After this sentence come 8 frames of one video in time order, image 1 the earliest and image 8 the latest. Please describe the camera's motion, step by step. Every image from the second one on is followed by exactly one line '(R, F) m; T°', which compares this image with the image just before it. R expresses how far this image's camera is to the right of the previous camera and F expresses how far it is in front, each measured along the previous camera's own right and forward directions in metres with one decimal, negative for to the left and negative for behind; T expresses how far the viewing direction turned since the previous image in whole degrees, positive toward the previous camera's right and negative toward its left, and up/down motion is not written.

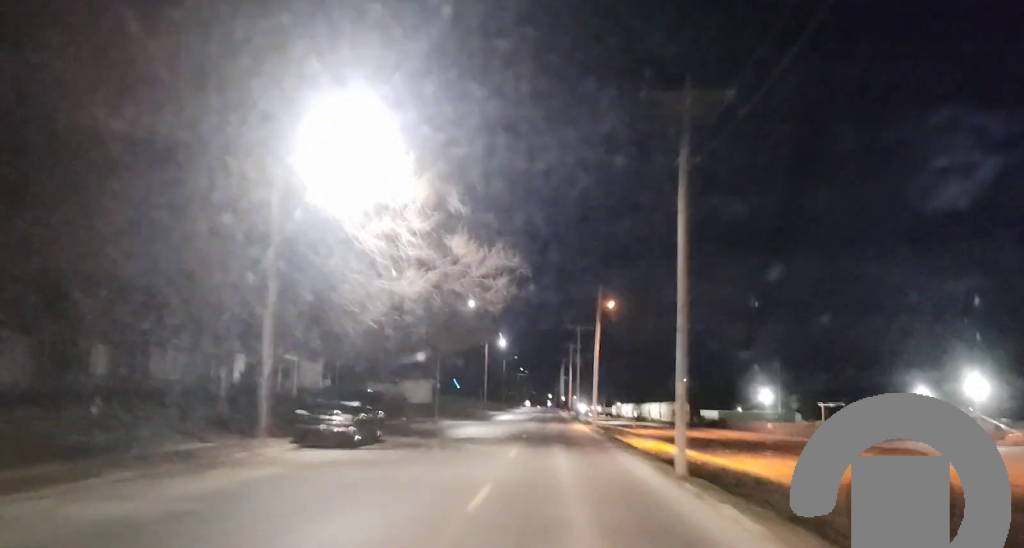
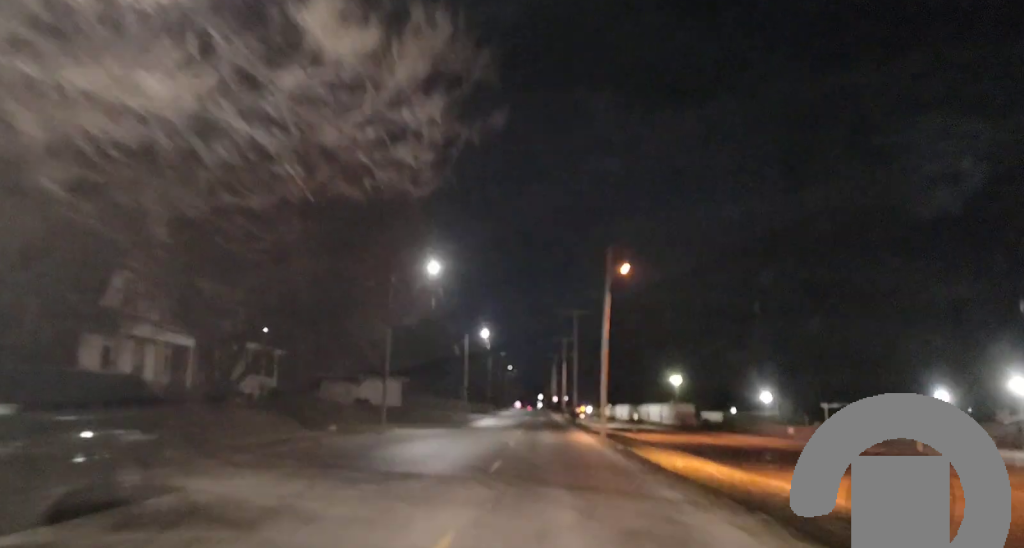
(+0.1, +17.6) m; +1°
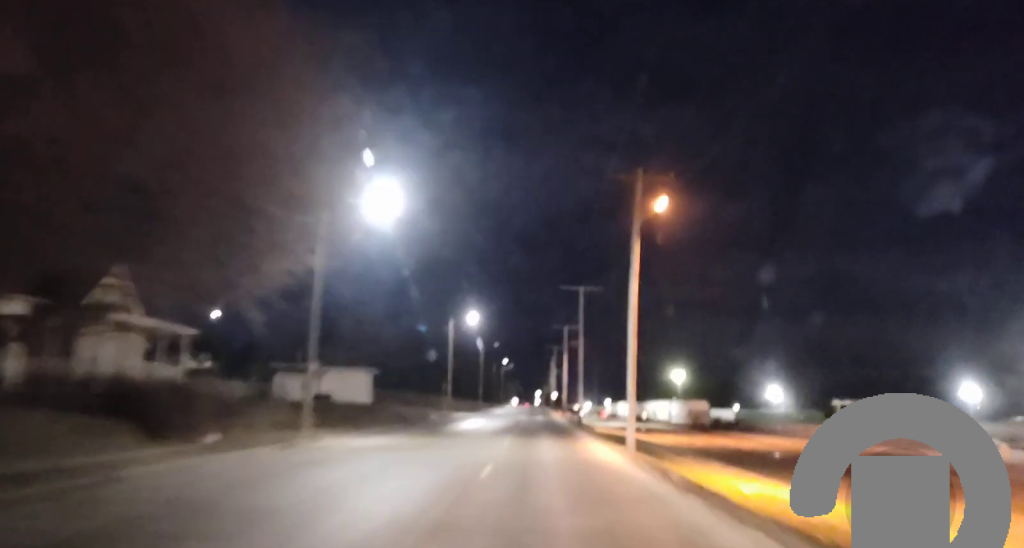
(+0.2, +14.9) m; 0°
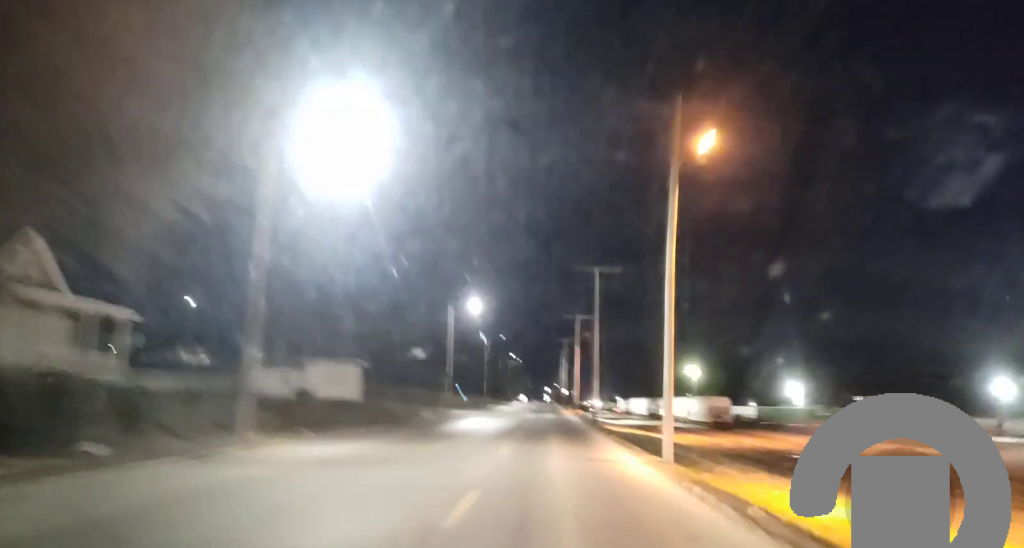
(0.0, +6.4) m; 0°
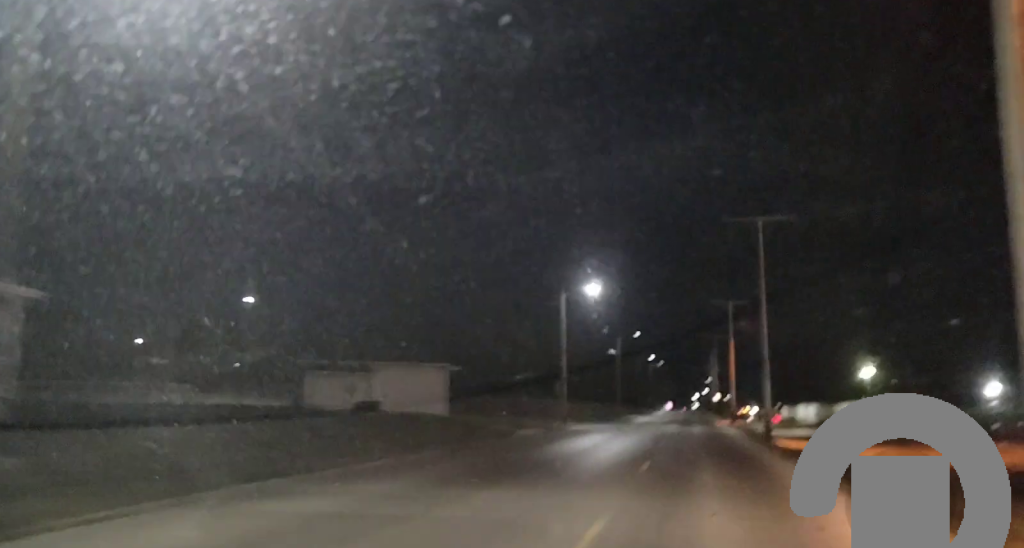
(+0.1, +13.7) m; -1°
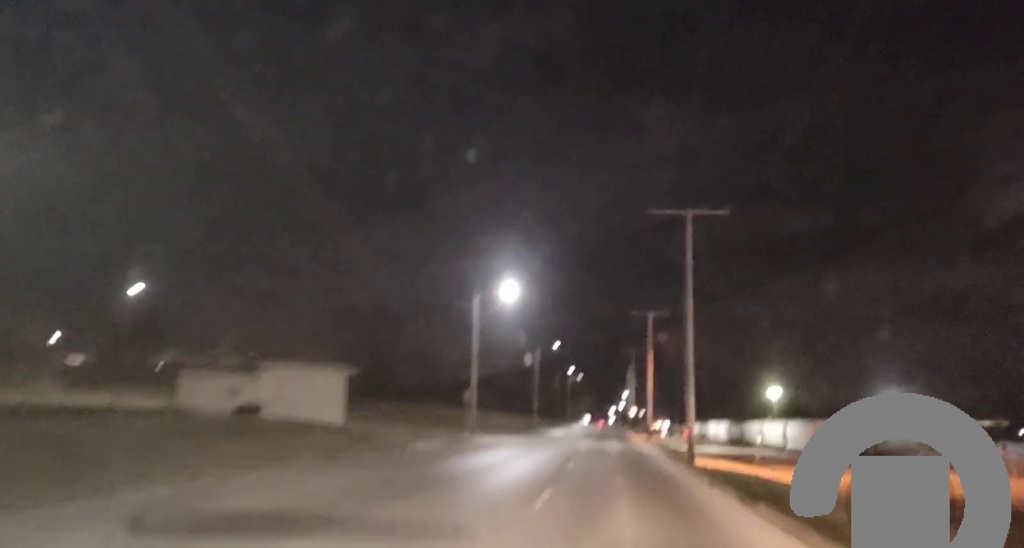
(-0.1, +6.6) m; 0°
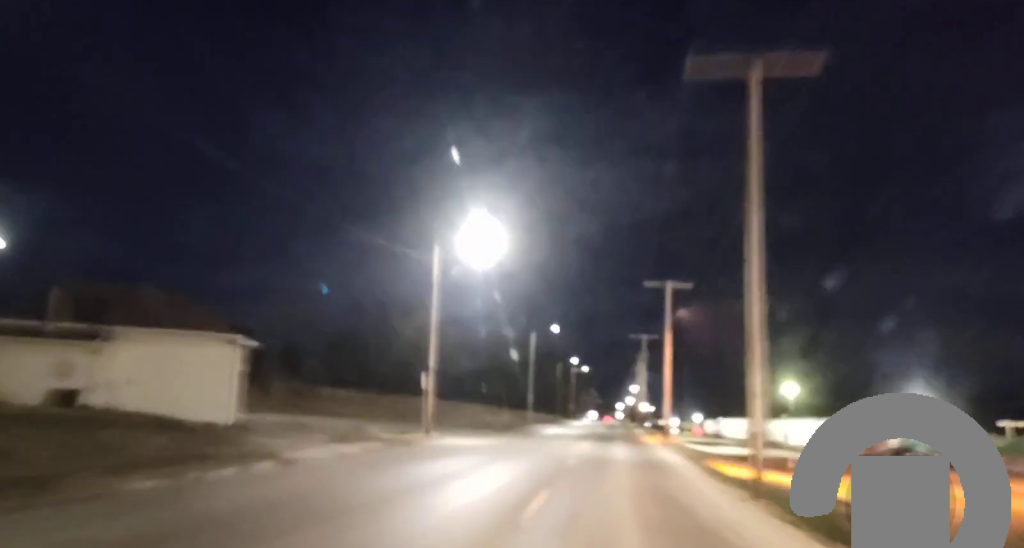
(-0.2, +15.0) m; 0°
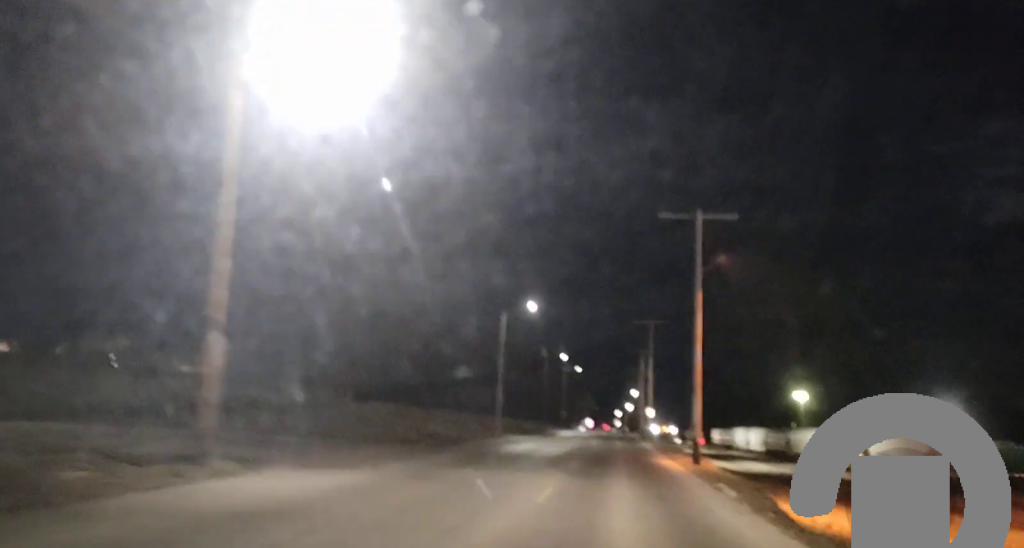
(+0.2, +20.5) m; +1°
